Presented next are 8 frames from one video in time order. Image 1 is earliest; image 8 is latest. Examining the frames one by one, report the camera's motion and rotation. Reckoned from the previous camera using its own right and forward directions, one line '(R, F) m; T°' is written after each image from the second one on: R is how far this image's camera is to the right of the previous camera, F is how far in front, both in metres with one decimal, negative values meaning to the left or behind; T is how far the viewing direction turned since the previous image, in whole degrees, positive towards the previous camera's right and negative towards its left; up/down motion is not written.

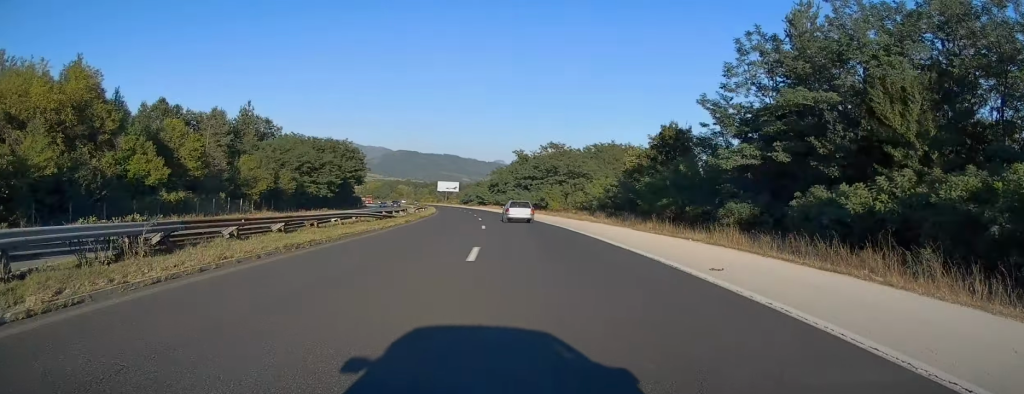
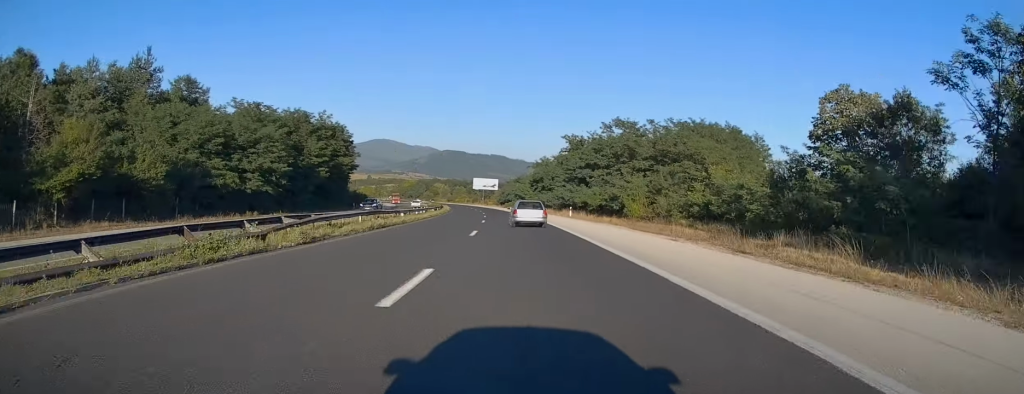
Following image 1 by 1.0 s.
(-1.0, +37.2) m; -3°
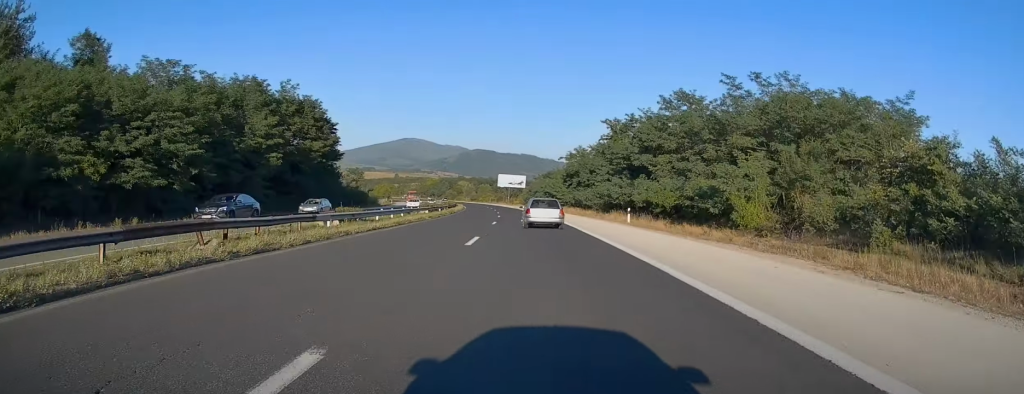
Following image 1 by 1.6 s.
(-0.3, +22.1) m; -2°
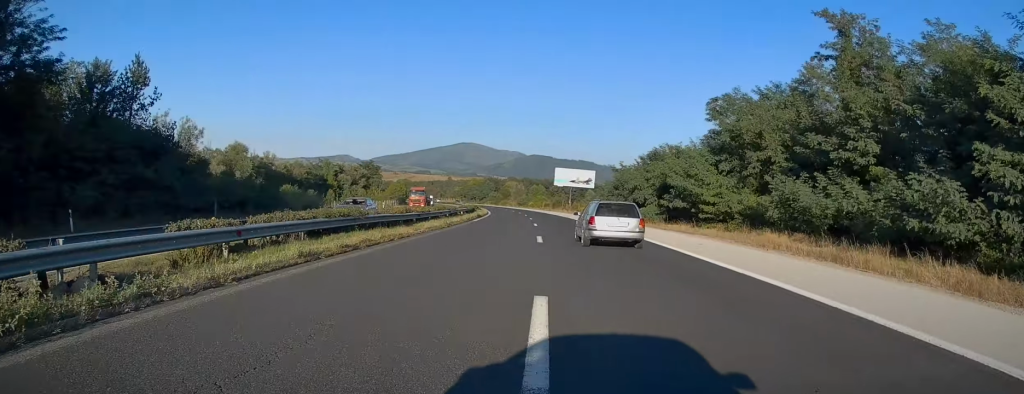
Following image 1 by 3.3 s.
(-3.0, +60.4) m; -7°
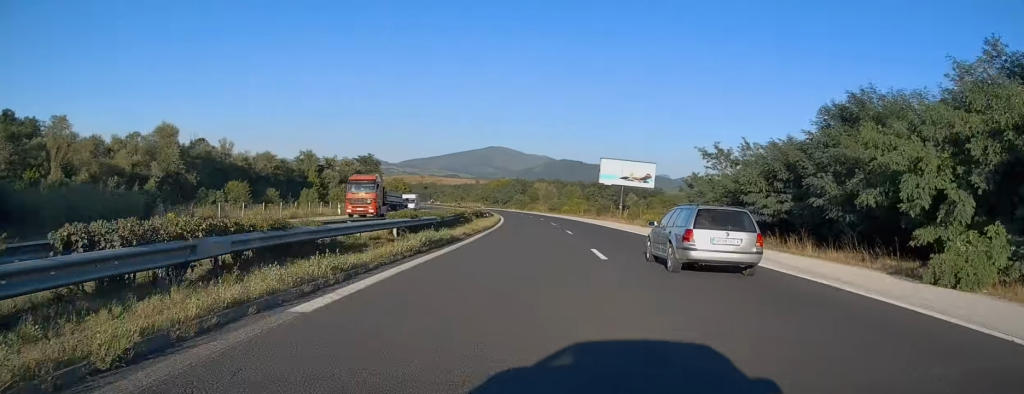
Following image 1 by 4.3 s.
(-1.3, +36.4) m; -3°
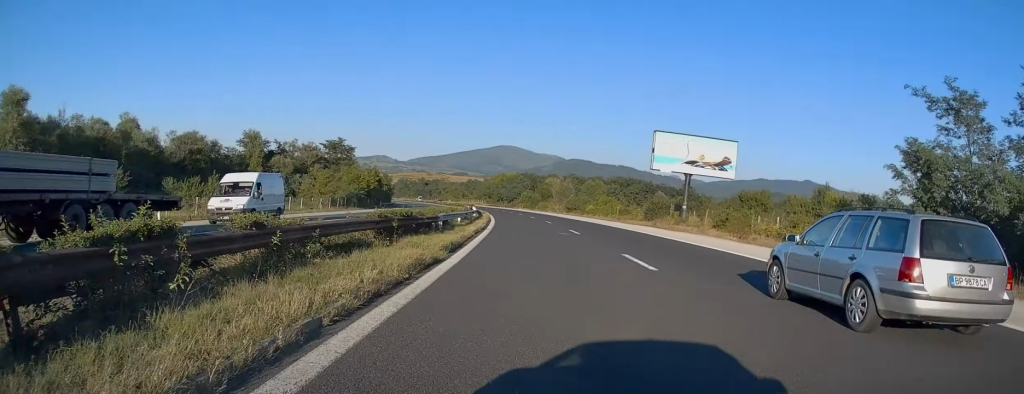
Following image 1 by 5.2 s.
(-0.4, +34.4) m; -1°
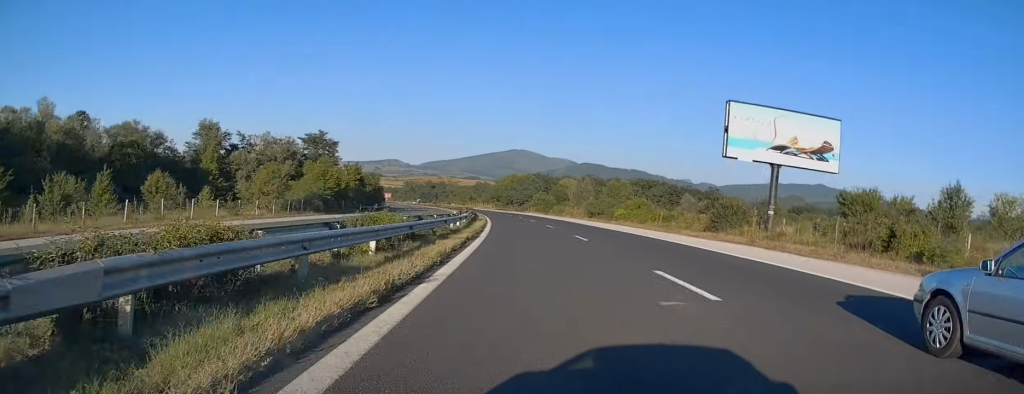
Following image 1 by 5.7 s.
(-0.2, +19.8) m; -1°
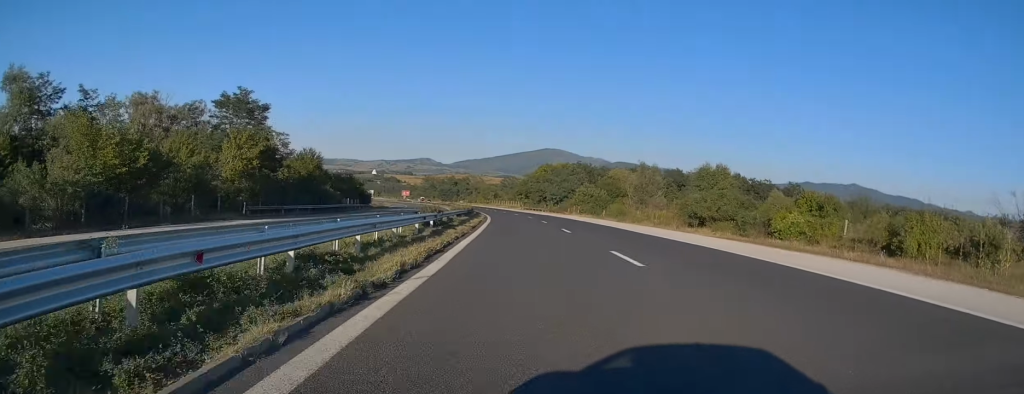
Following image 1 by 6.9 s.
(-0.9, +43.6) m; -3°
